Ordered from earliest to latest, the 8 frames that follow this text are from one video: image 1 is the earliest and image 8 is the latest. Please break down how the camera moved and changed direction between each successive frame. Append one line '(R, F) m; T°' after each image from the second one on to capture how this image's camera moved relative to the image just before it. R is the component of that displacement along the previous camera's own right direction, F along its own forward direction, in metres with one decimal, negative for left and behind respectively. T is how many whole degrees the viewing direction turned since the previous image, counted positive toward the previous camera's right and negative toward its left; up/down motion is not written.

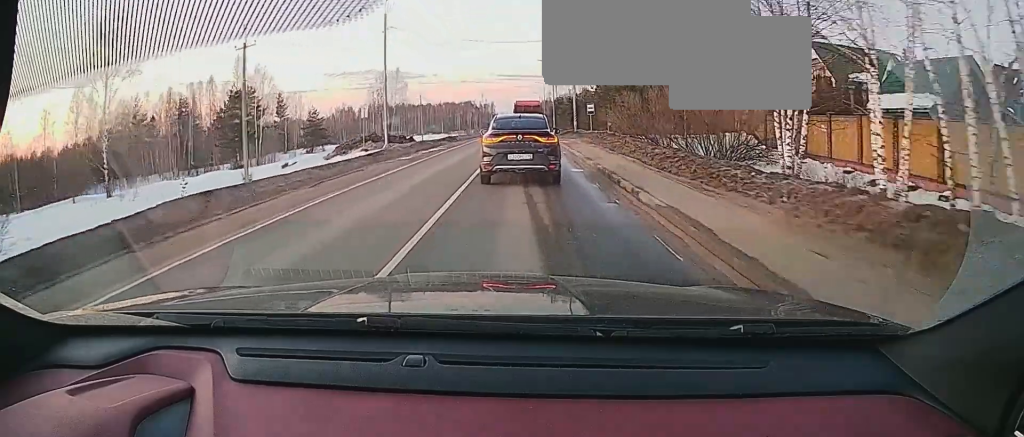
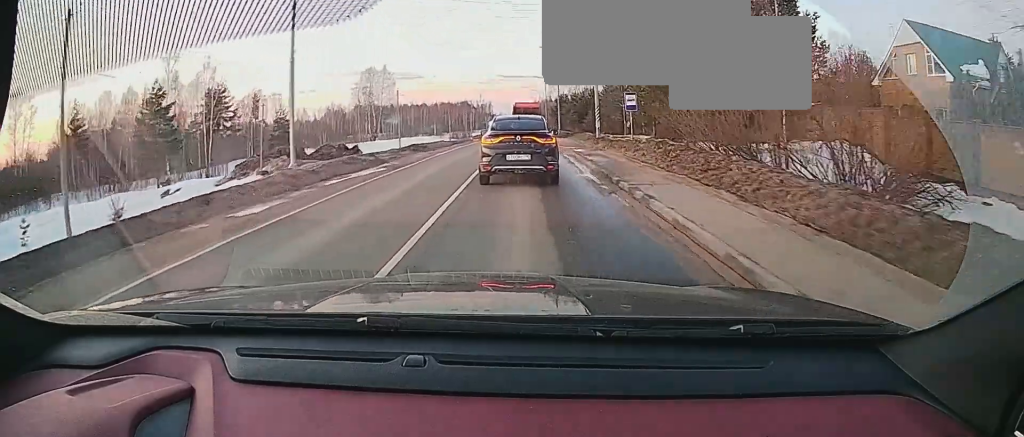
(0.0, +14.7) m; 0°
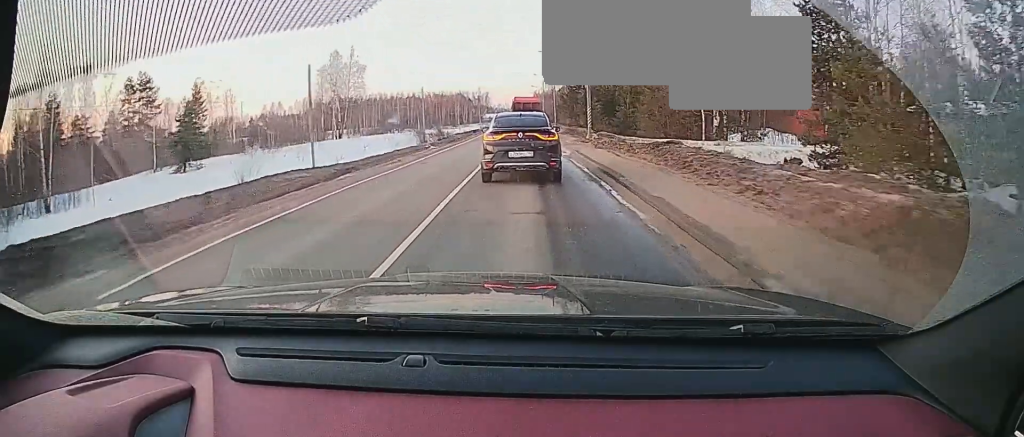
(-0.5, +29.7) m; -1°
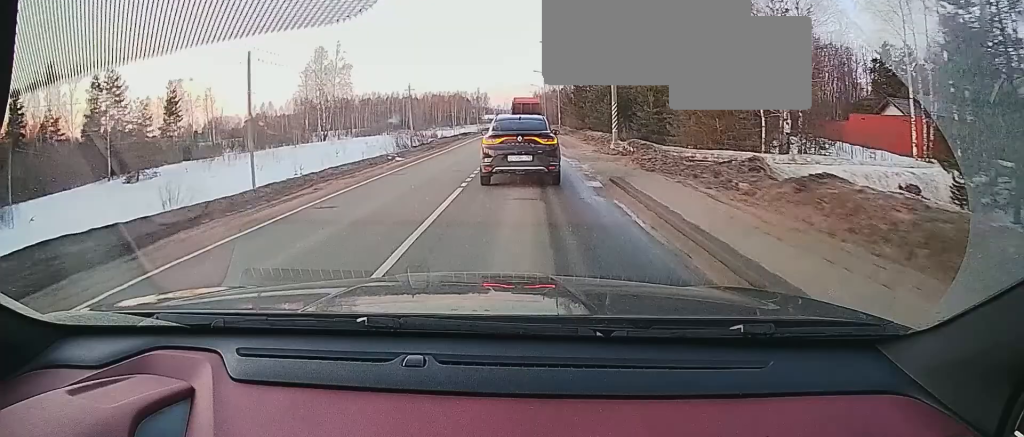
(+0.1, +9.8) m; +1°
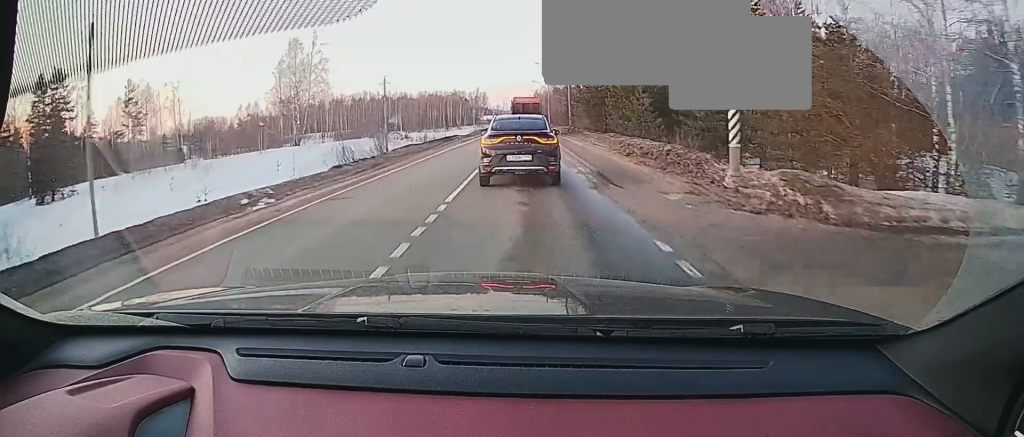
(+0.1, +14.7) m; +1°
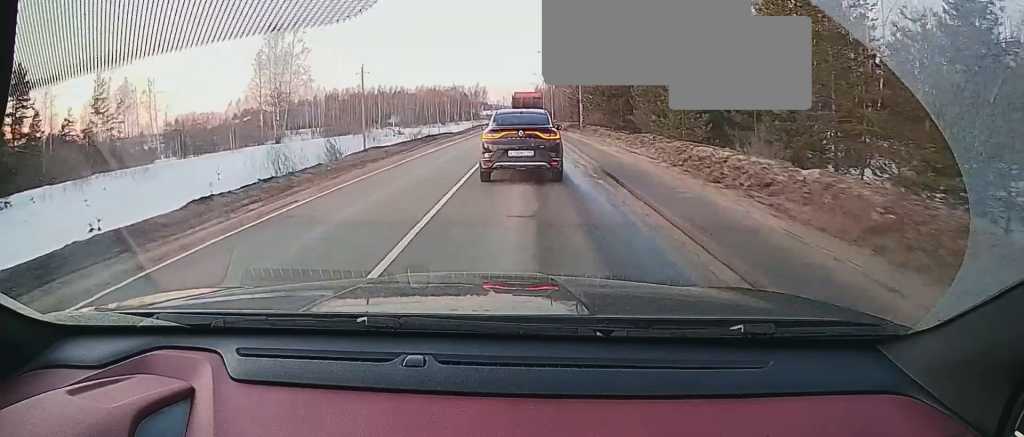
(+0.1, +9.5) m; 0°
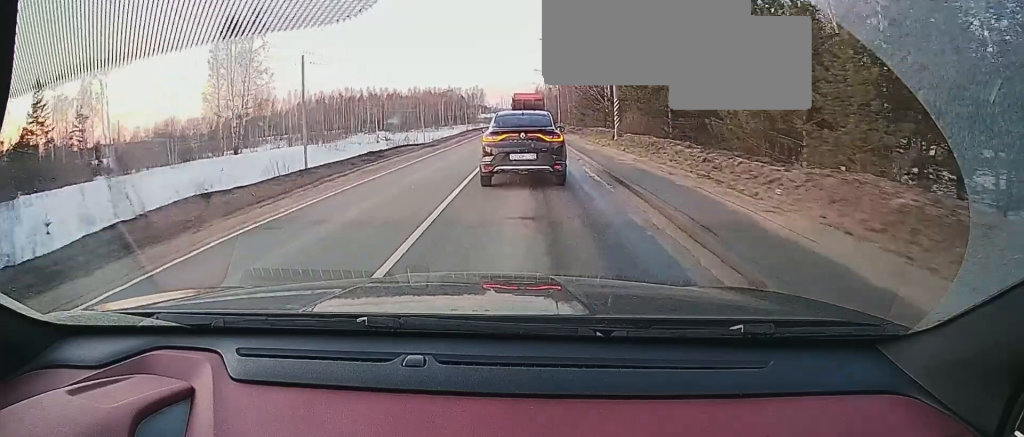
(-0.1, +15.7) m; -1°
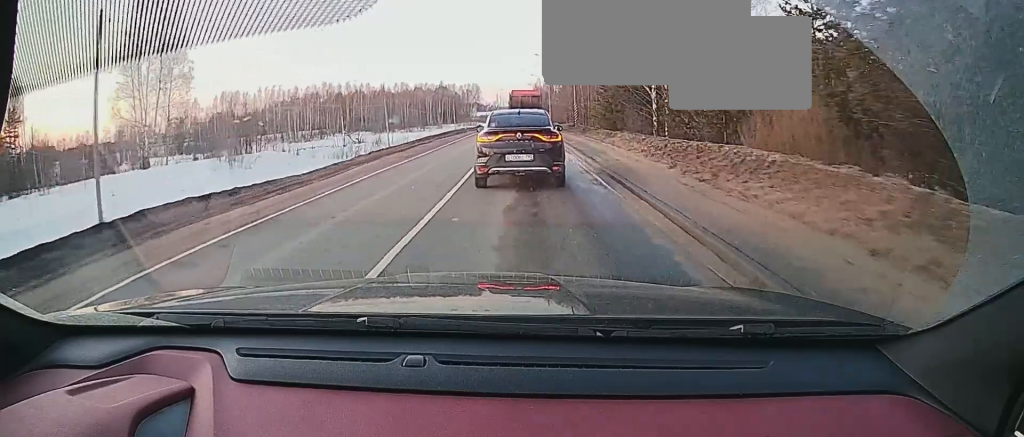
(-0.3, +22.2) m; 0°
